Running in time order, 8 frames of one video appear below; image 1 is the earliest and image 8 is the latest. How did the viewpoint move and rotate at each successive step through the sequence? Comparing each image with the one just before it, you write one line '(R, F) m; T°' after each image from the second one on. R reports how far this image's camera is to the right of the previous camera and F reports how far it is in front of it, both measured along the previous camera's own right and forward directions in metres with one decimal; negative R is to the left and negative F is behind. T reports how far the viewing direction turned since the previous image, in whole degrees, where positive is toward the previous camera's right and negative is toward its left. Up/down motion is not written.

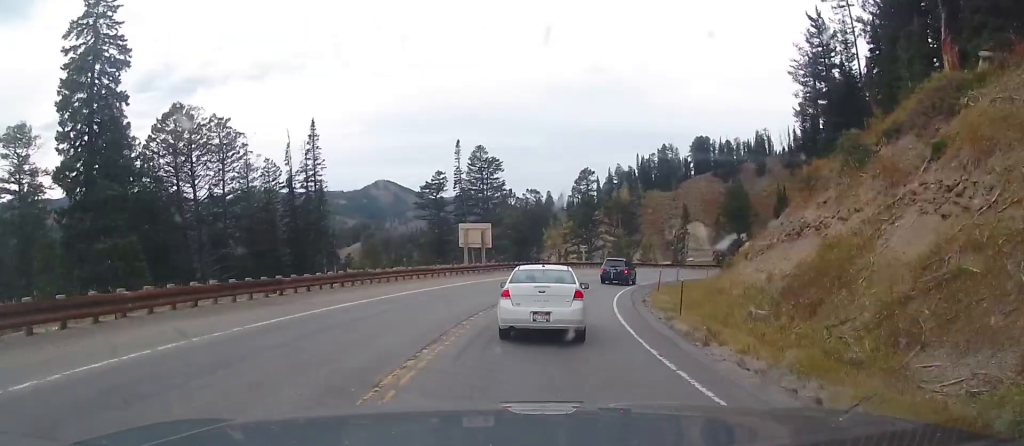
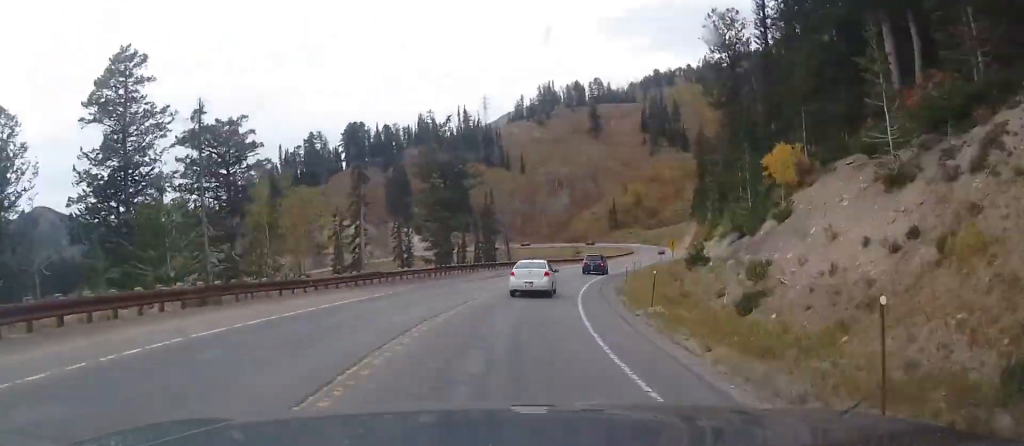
(+30.8, +56.4) m; +16°
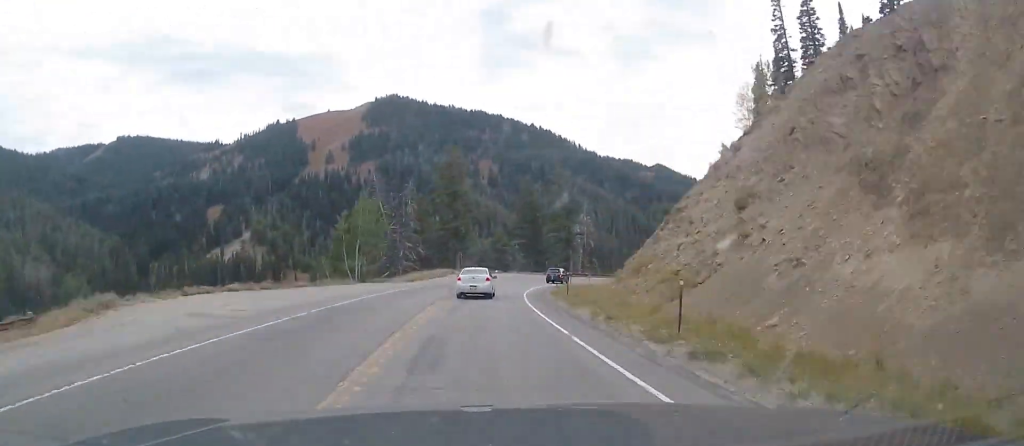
(-146.1, +169.4) m; -84°
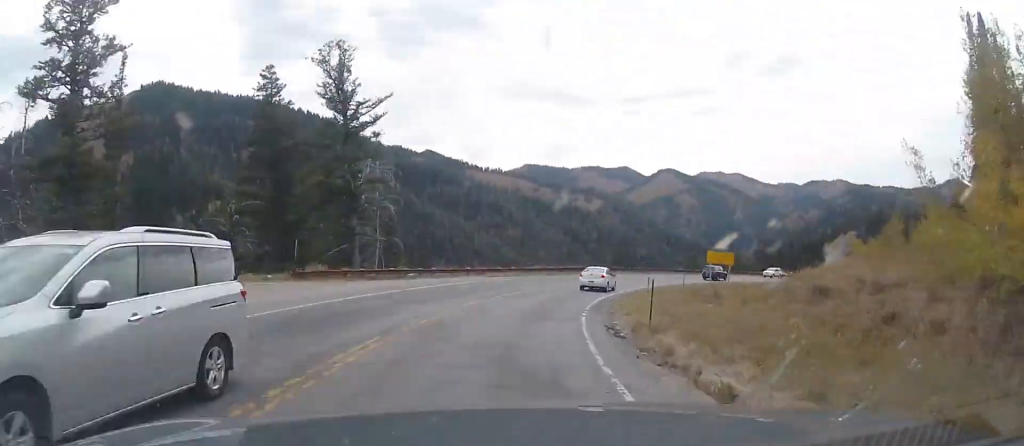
(+4.4, +60.8) m; +13°
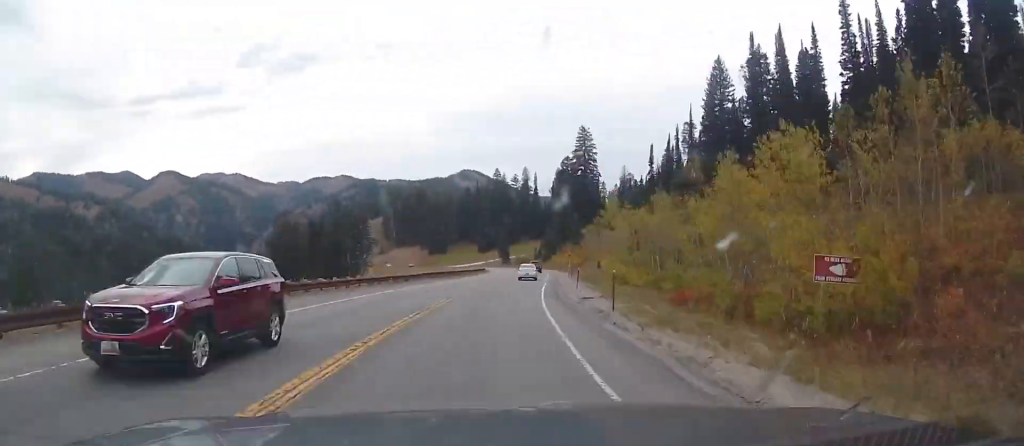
(+28.1, +72.7) m; +18°
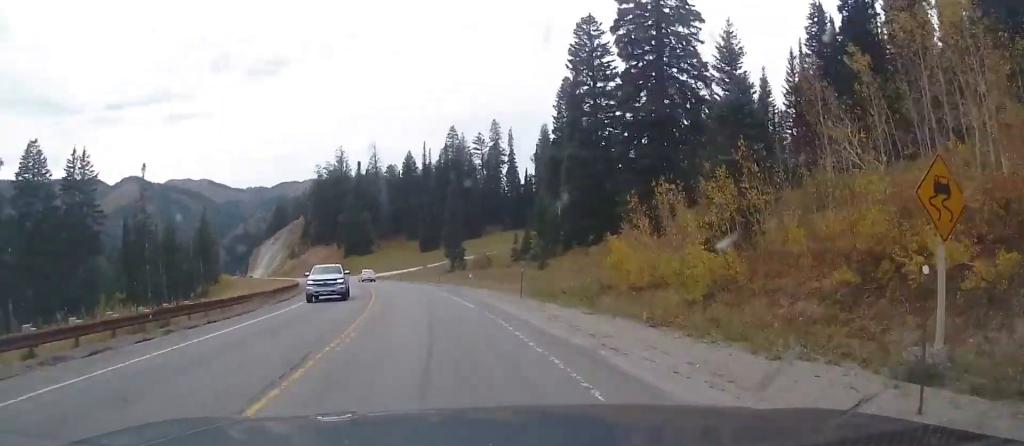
(+5.1, +121.7) m; -5°
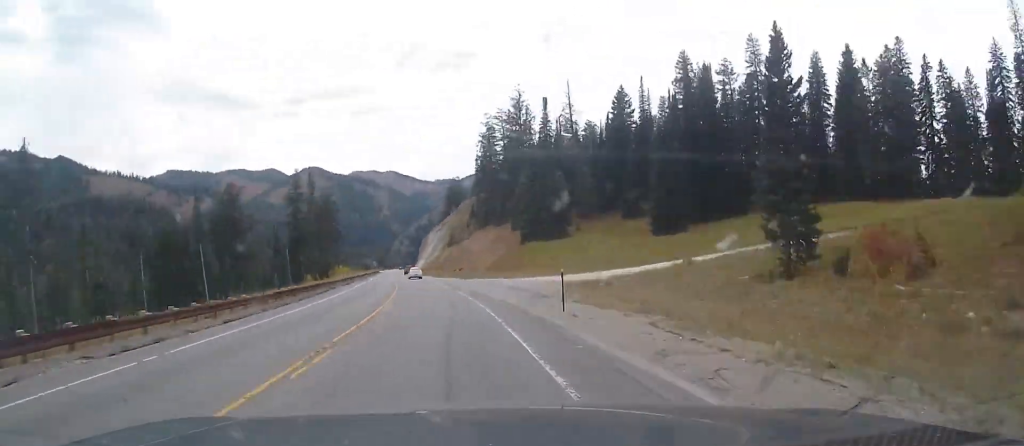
(+0.2, +71.7) m; -4°
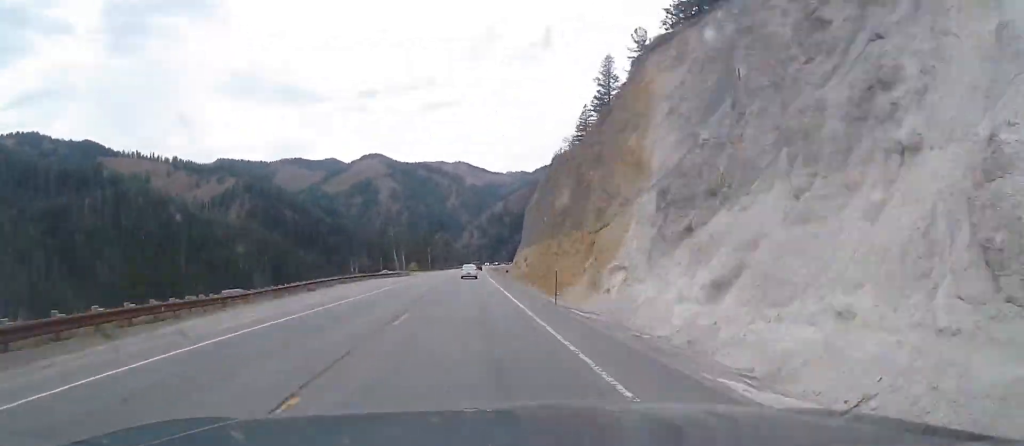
(-35.0, +310.9) m; -5°
